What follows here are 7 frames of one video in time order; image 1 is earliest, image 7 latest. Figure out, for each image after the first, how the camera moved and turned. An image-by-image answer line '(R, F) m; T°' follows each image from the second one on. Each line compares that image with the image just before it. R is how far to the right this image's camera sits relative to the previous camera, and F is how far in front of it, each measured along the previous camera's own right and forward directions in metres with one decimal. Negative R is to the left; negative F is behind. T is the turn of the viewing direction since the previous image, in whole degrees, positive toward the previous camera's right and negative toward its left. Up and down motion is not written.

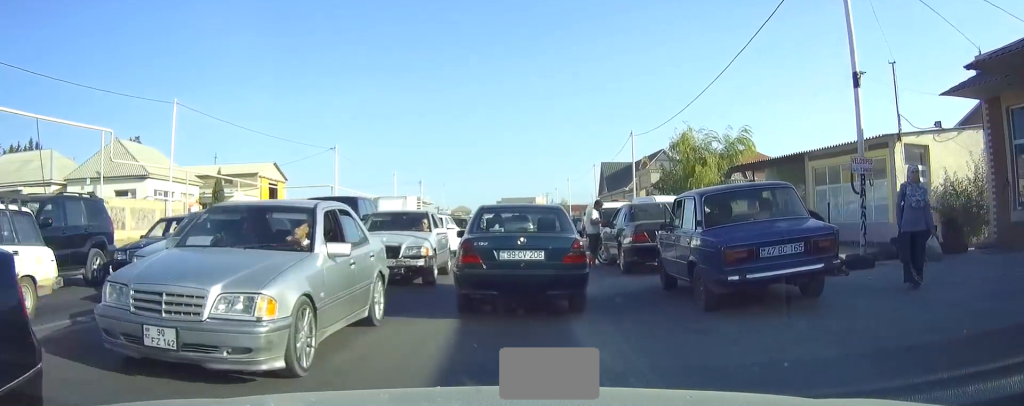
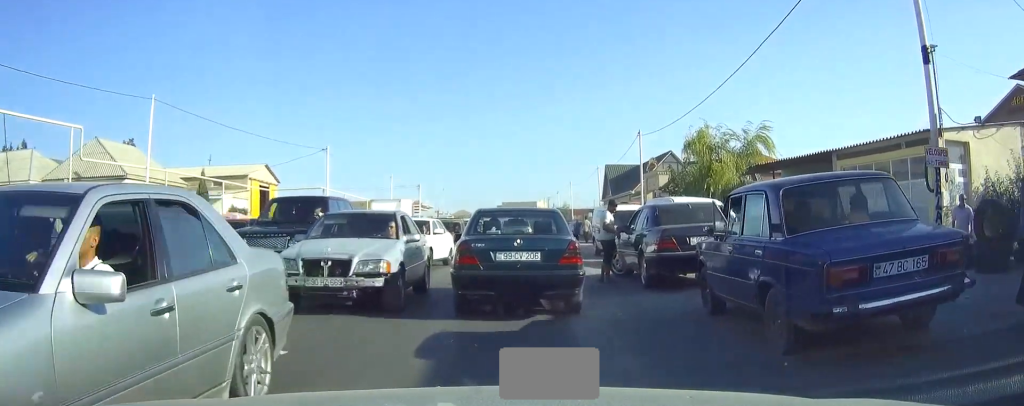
(0.0, +2.4) m; 0°
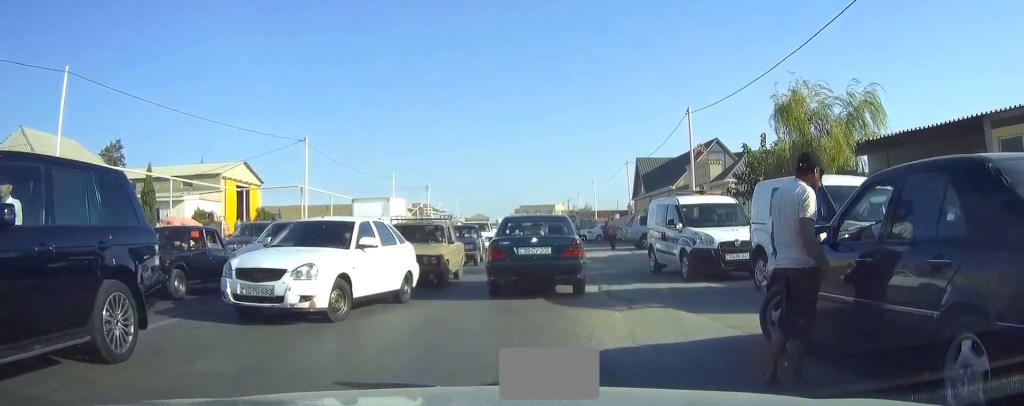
(0.0, +8.0) m; +1°
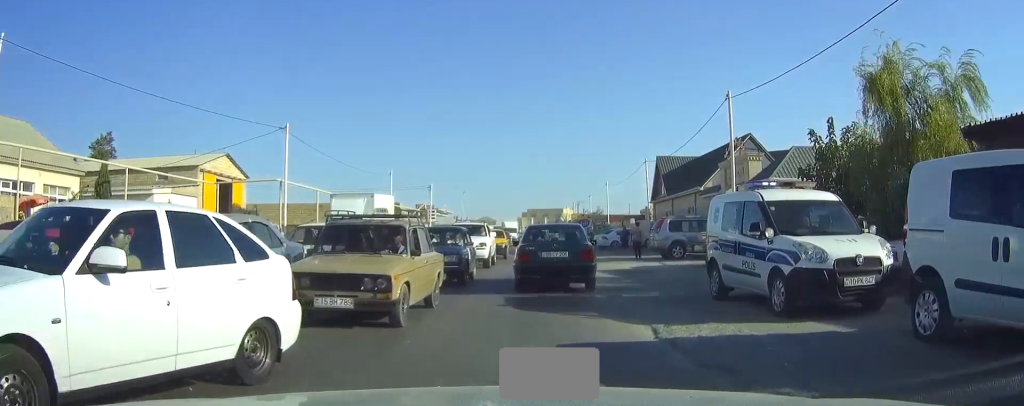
(+0.2, +4.8) m; +3°
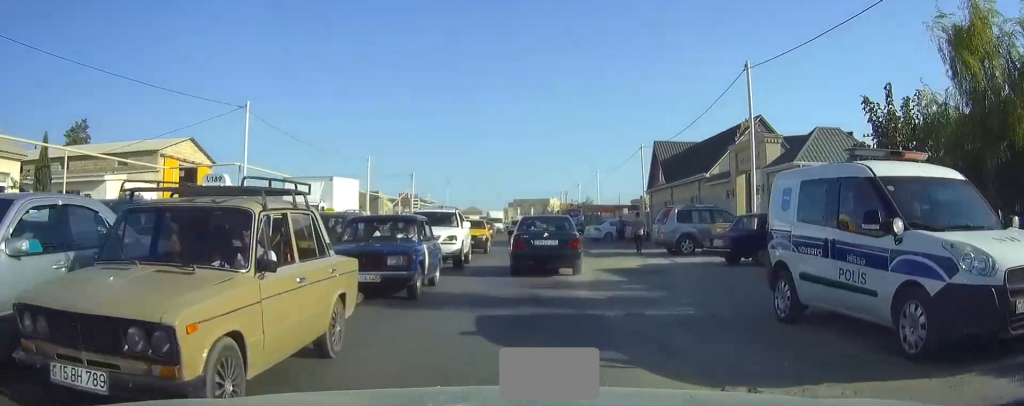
(0.0, +3.8) m; 0°
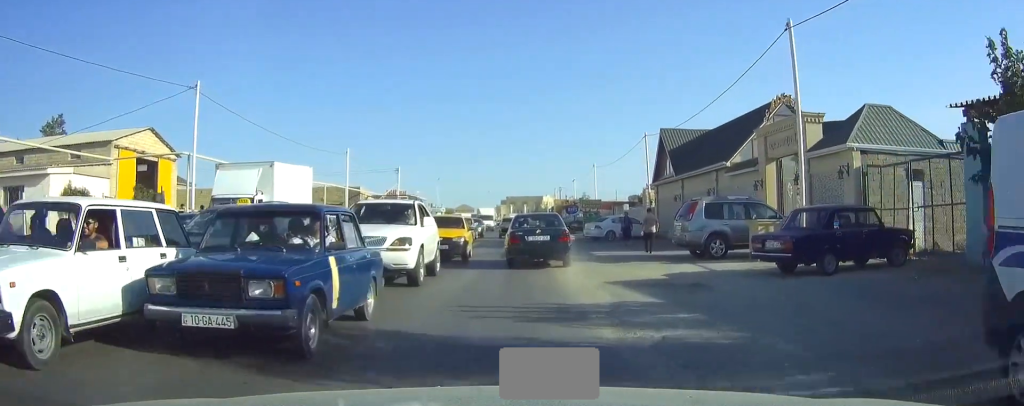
(-0.1, +4.5) m; -1°
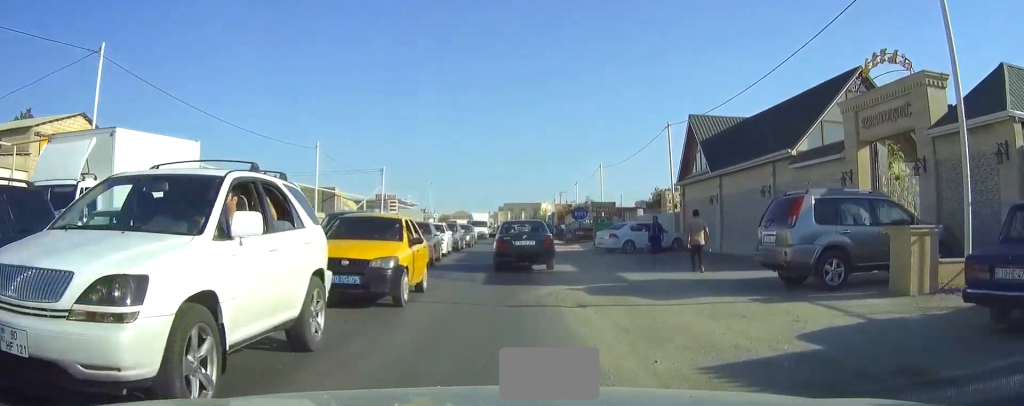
(-0.1, +7.3) m; -2°
